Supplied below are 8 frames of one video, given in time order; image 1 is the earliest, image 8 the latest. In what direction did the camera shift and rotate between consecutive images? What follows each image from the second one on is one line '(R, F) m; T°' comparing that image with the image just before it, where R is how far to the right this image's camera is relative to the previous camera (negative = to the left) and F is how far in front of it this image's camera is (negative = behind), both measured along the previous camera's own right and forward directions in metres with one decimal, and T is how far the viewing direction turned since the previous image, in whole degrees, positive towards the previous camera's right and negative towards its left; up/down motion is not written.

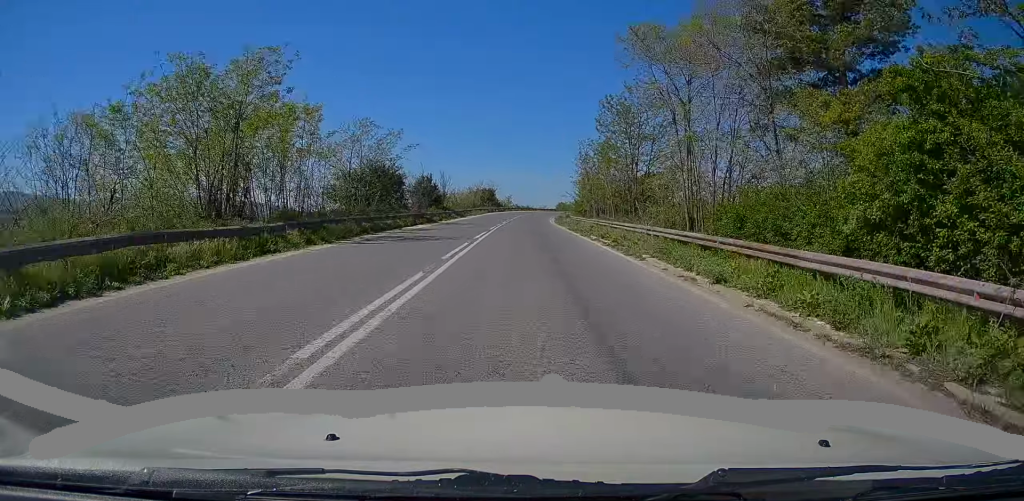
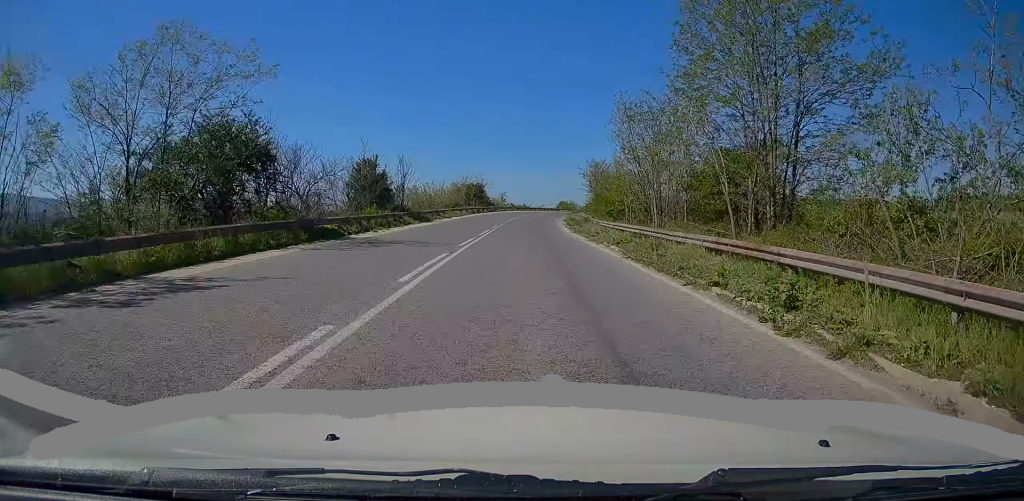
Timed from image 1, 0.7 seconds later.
(0.0, +22.6) m; 0°
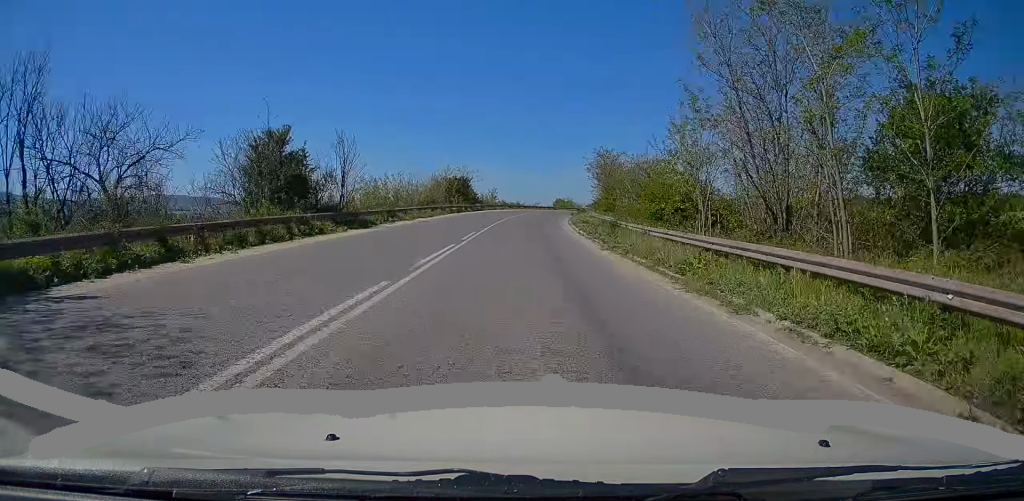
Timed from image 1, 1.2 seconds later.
(-0.1, +15.4) m; 0°
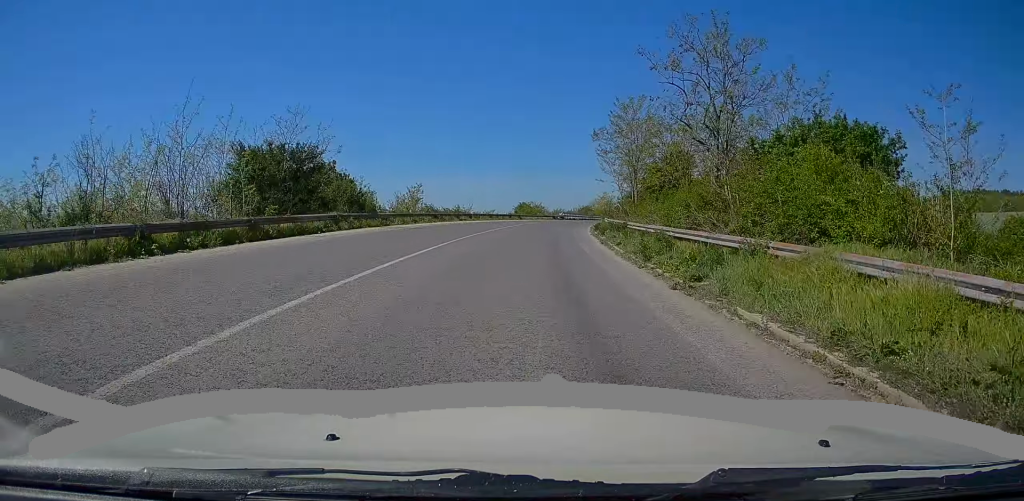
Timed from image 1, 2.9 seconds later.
(+1.0, +48.5) m; +3°
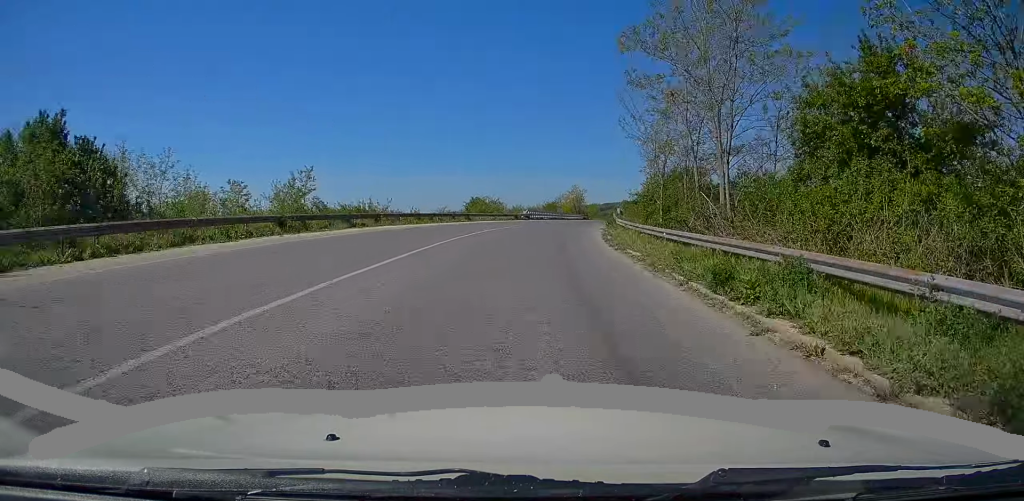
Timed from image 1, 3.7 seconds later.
(+0.5, +24.6) m; +3°
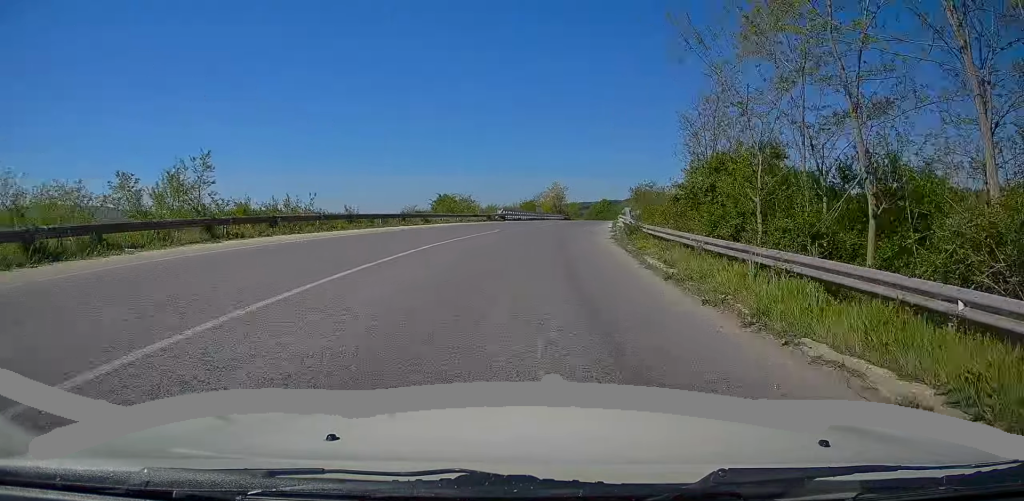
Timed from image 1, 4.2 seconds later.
(0.0, +12.1) m; +2°
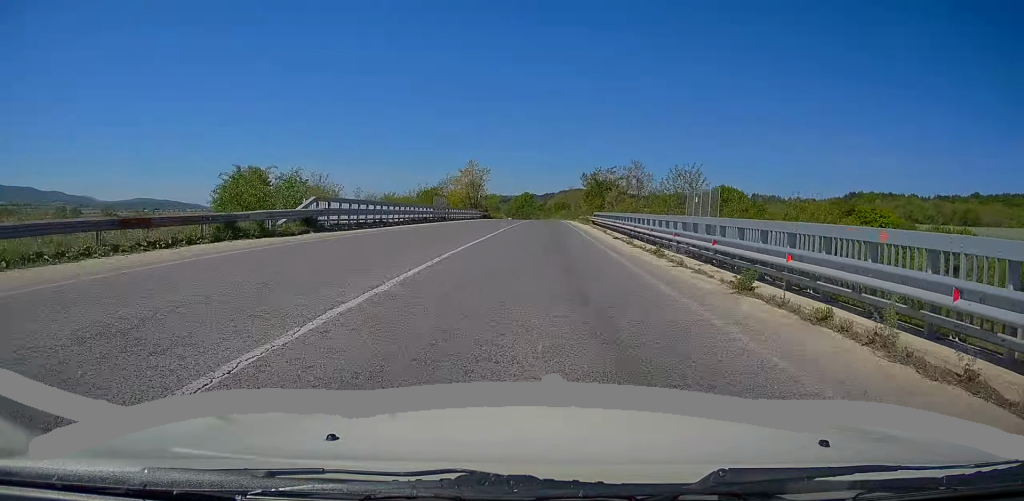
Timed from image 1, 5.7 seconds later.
(+2.9, +40.9) m; +8°
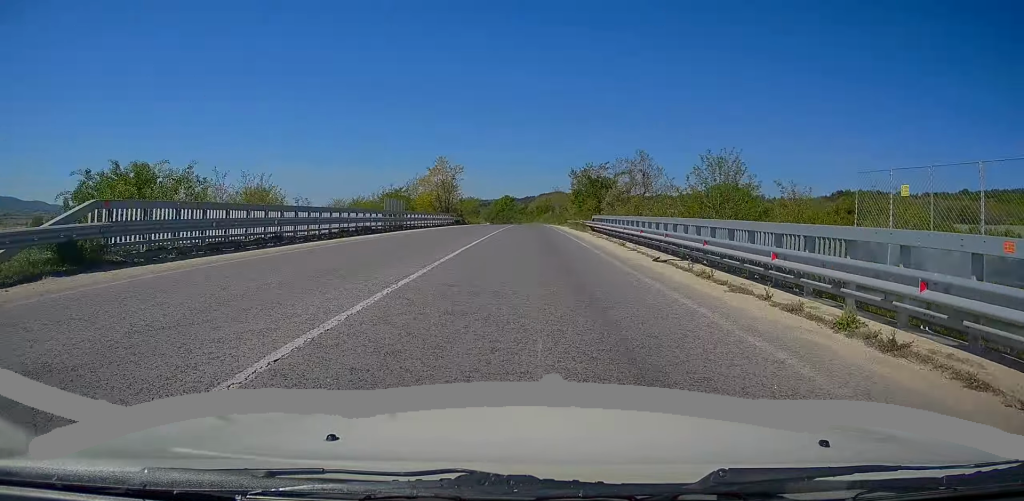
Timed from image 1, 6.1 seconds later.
(+0.4, +11.6) m; +2°
